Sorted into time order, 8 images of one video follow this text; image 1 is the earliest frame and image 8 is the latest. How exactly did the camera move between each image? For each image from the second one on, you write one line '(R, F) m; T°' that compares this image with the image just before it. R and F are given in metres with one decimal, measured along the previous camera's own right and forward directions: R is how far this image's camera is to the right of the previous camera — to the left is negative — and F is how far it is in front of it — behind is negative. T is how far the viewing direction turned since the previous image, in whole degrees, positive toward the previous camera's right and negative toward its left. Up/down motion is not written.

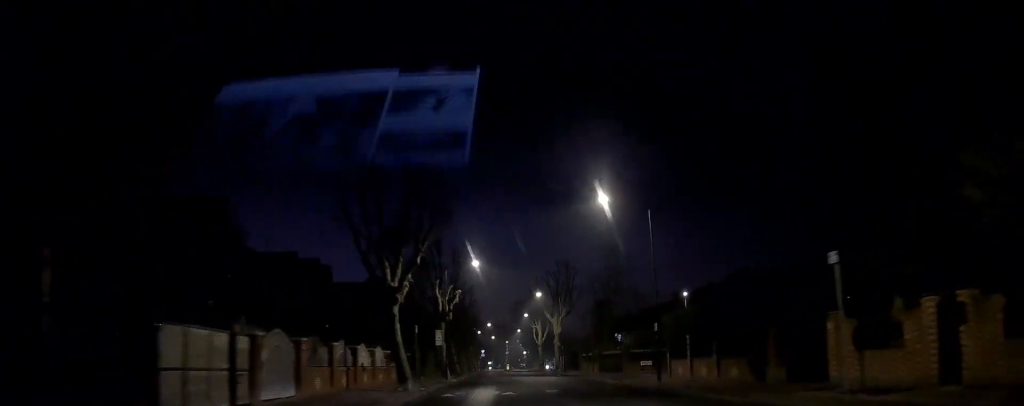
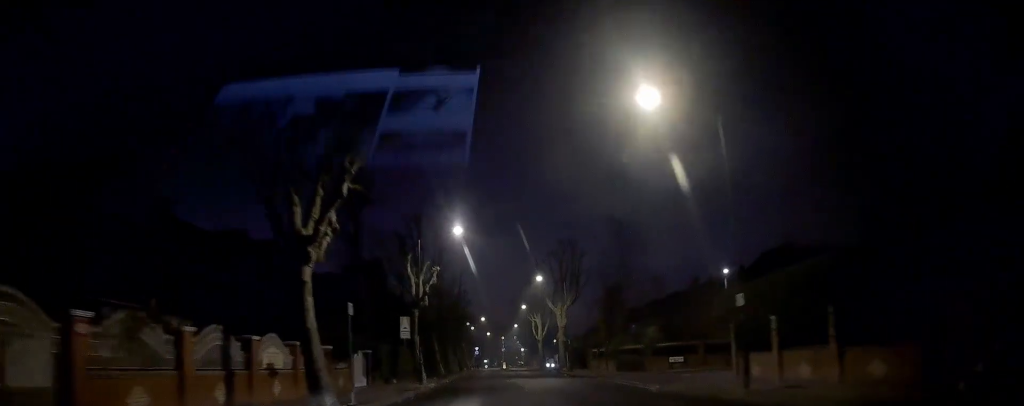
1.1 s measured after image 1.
(0.0, +10.9) m; +1°
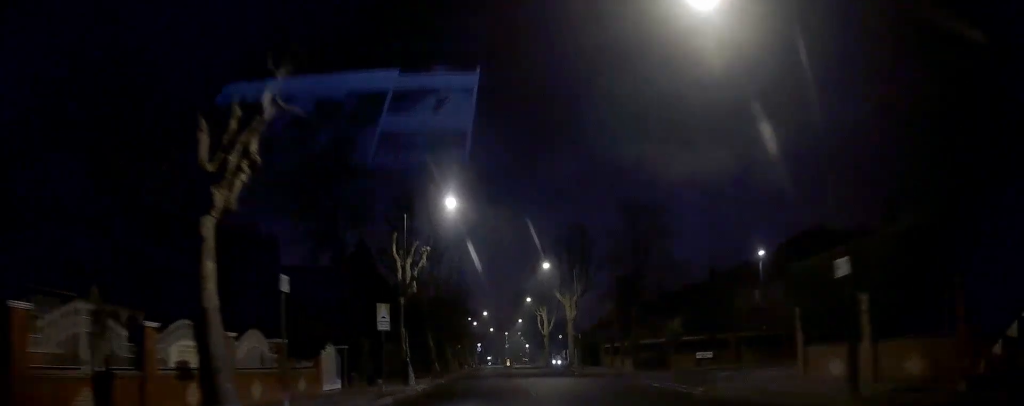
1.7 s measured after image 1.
(-0.1, +5.5) m; +1°
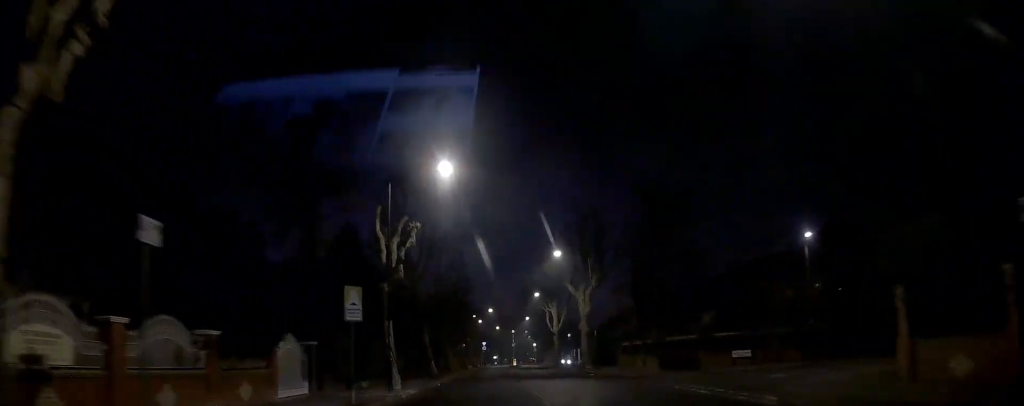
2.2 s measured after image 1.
(+0.2, +5.2) m; 0°
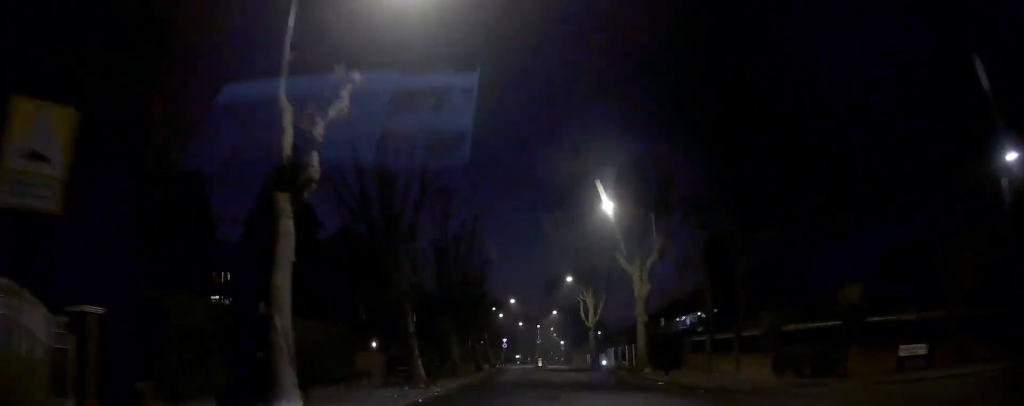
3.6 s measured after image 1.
(-0.3, +13.3) m; -3°
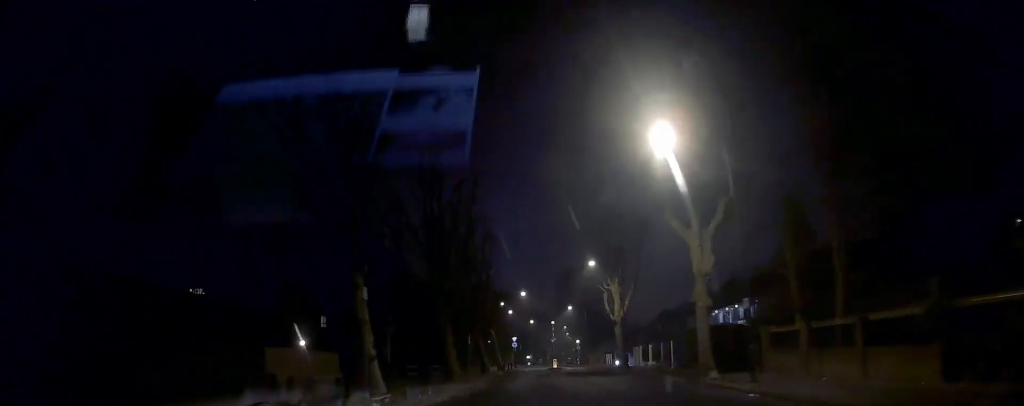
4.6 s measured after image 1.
(0.0, +9.6) m; 0°
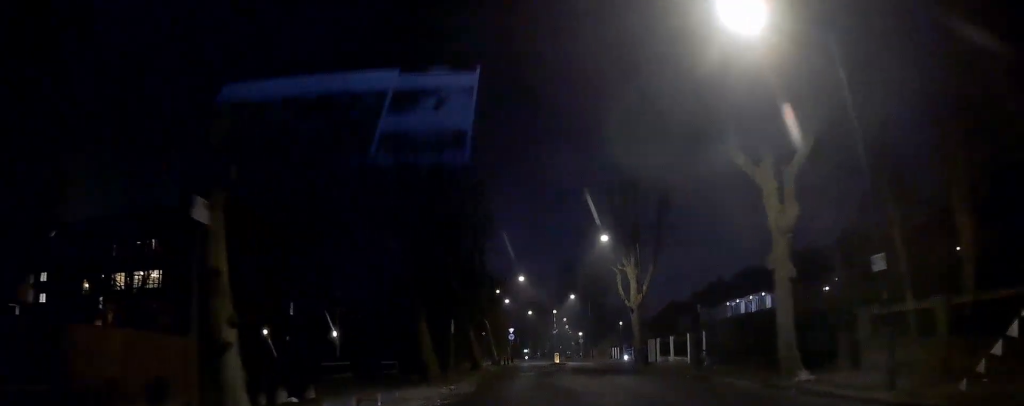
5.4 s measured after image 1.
(0.0, +7.9) m; 0°
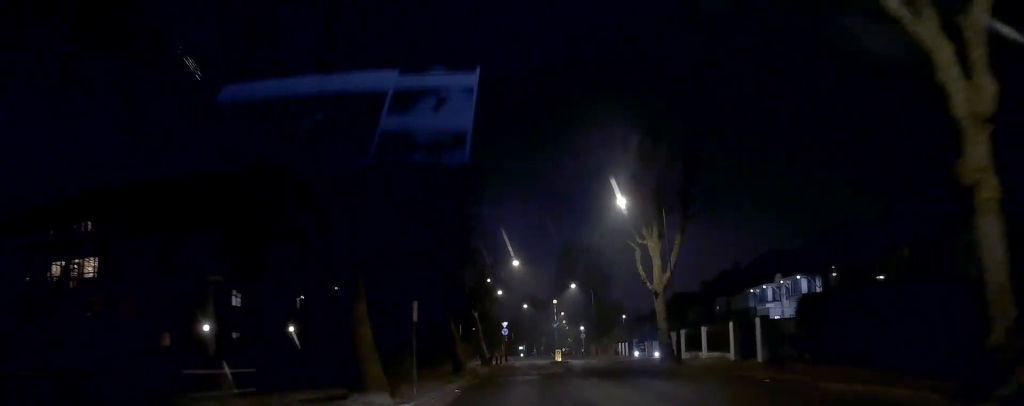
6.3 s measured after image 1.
(0.0, +8.8) m; +1°
